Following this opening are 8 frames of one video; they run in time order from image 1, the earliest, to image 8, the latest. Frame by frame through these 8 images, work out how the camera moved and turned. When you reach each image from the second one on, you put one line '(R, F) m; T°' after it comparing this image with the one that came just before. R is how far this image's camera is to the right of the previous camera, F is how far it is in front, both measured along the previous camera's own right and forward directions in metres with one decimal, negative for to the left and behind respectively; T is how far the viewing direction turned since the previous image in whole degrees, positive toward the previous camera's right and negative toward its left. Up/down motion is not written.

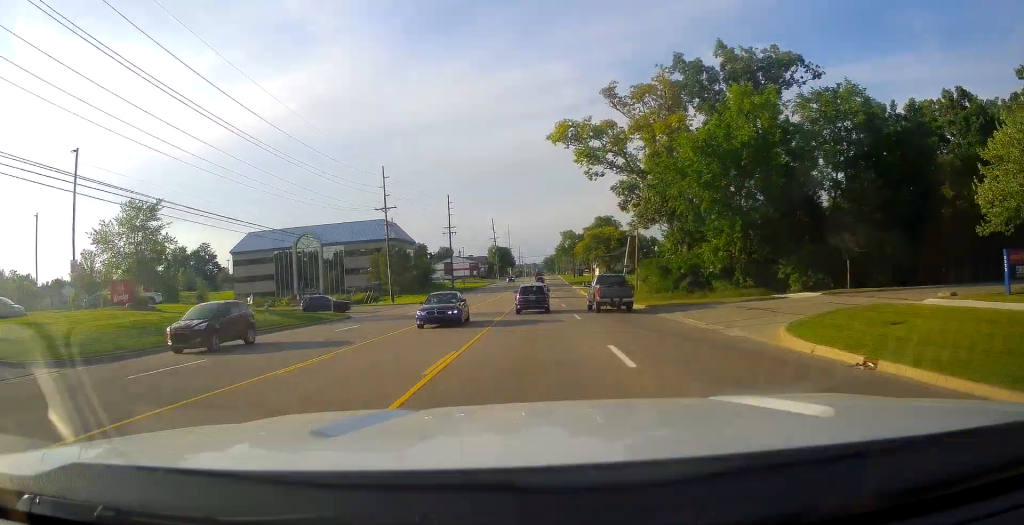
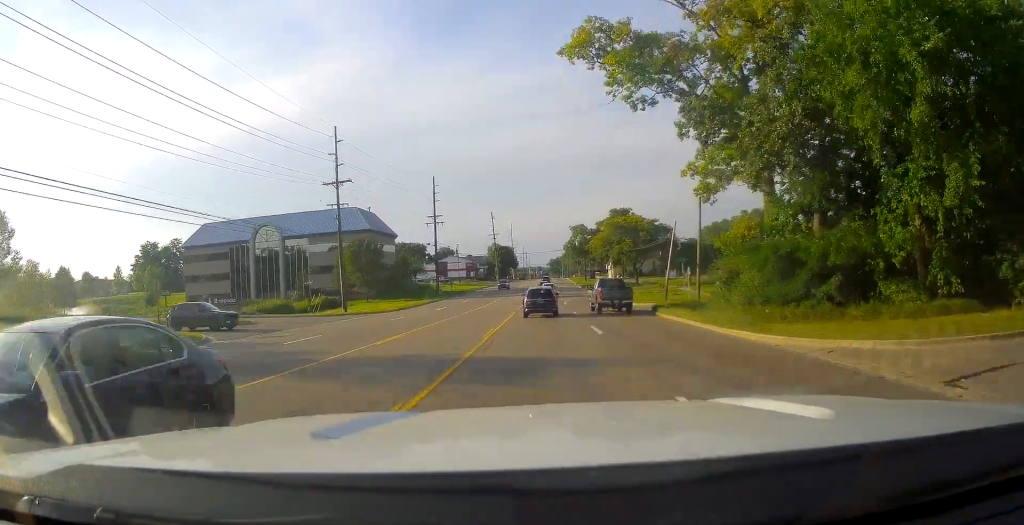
(+0.3, +21.4) m; +3°
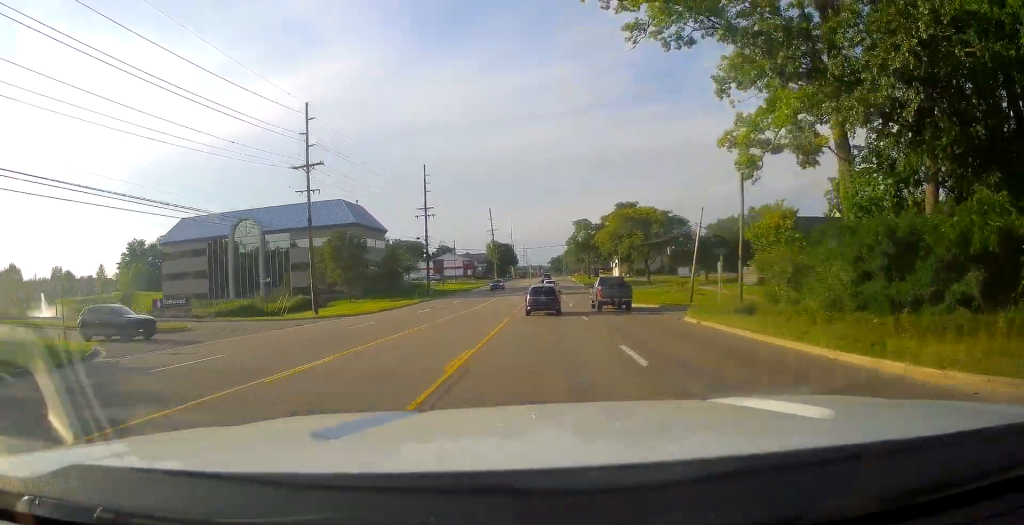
(+0.3, +8.3) m; +1°
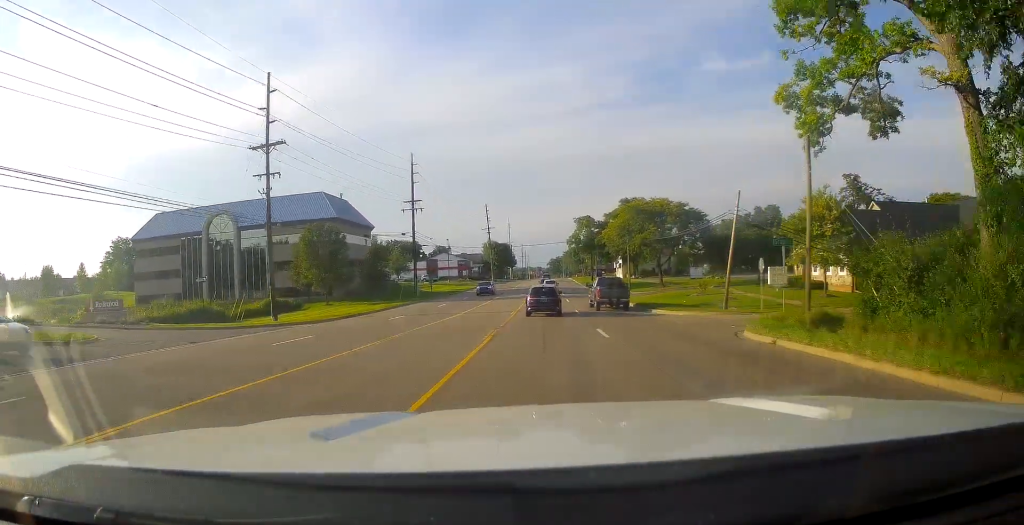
(+0.2, +8.3) m; +1°
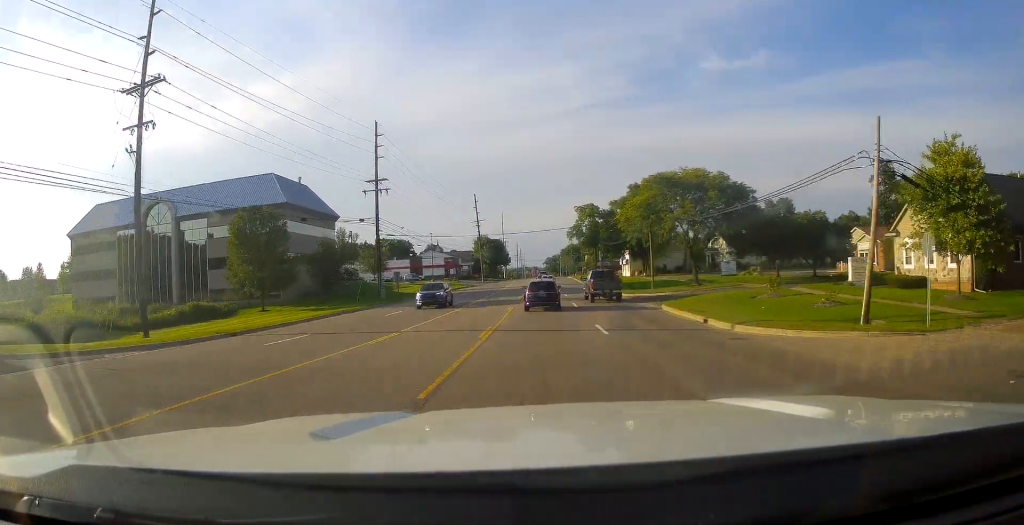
(-0.3, +16.3) m; 0°
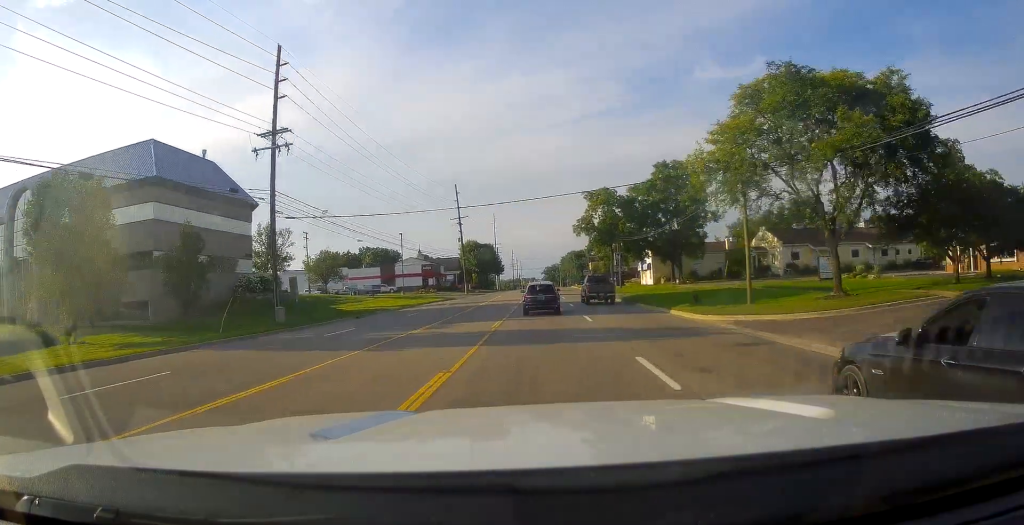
(+0.1, +25.2) m; -2°
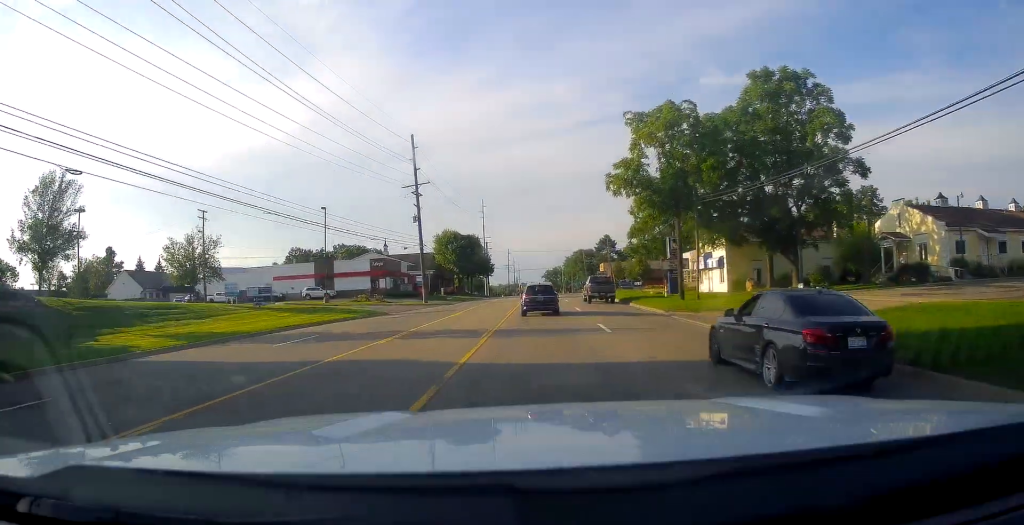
(-1.1, +36.3) m; 0°
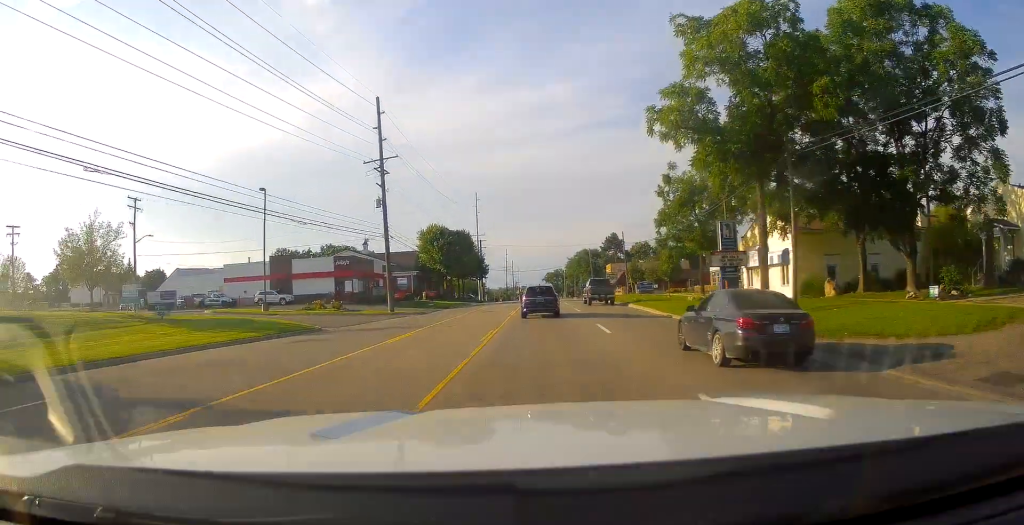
(+0.6, +14.8) m; +1°
